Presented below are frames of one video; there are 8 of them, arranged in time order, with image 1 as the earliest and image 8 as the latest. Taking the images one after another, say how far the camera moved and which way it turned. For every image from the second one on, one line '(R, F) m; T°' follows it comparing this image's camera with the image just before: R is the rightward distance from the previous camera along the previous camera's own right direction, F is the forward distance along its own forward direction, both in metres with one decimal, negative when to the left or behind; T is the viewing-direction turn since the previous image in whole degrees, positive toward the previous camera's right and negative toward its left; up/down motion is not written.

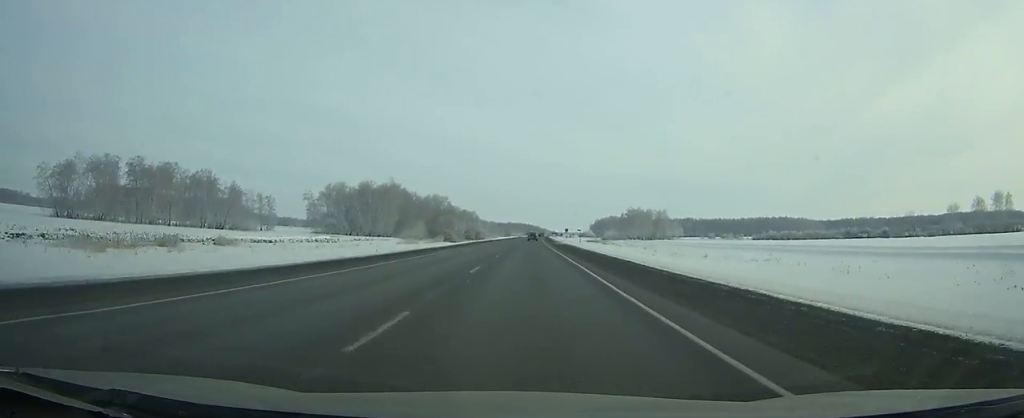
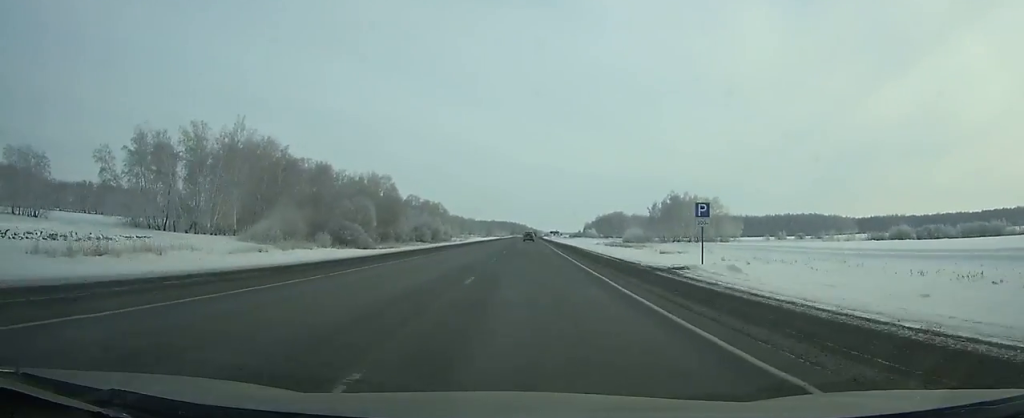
(+0.8, +108.6) m; +1°
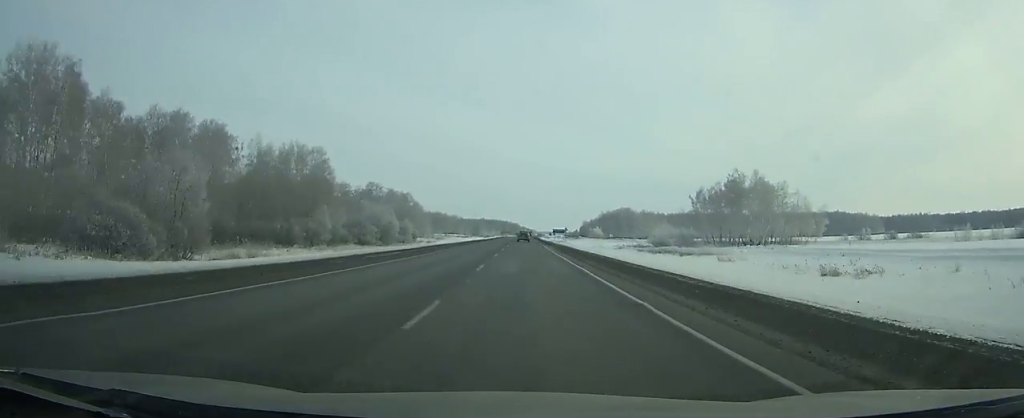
(+0.4, +67.5) m; +1°
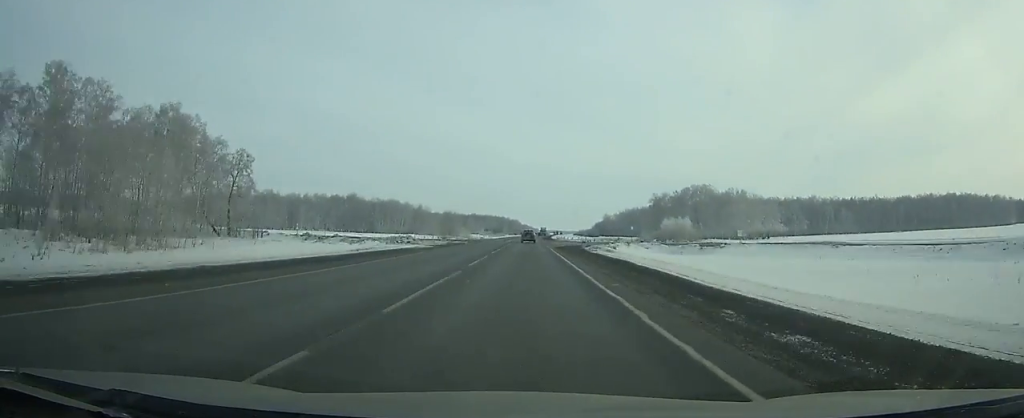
(+1.2, +177.4) m; +1°
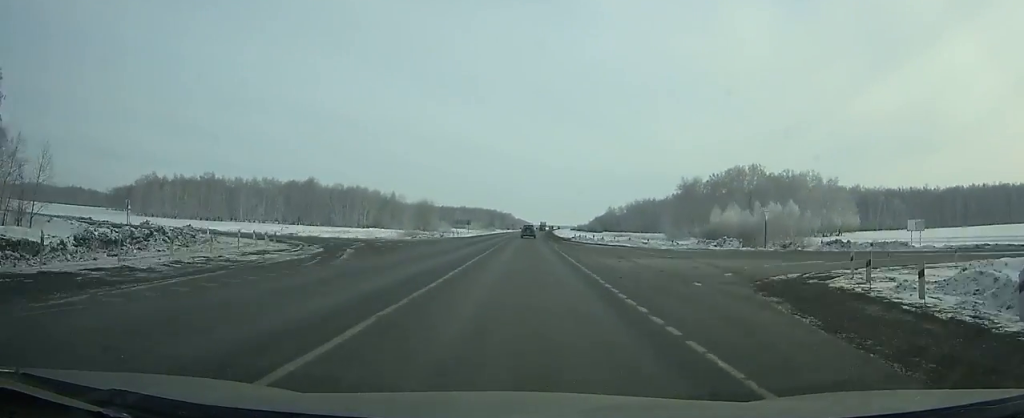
(-0.1, +59.4) m; 0°
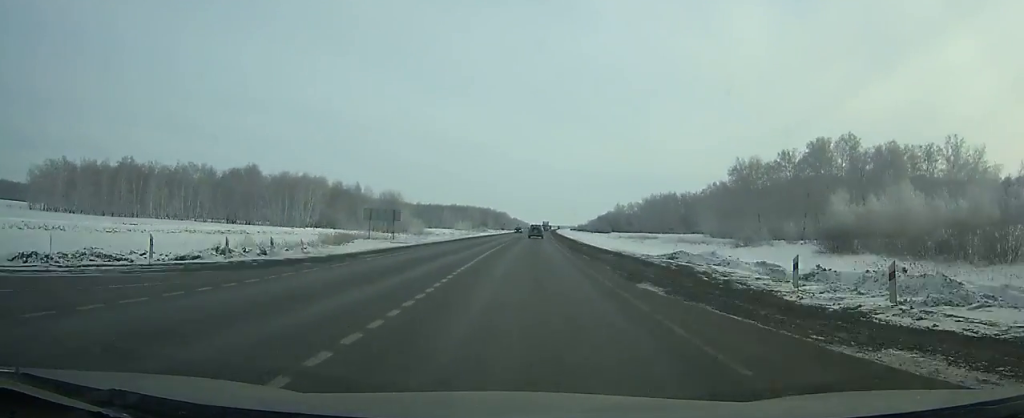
(+0.4, +58.3) m; +1°
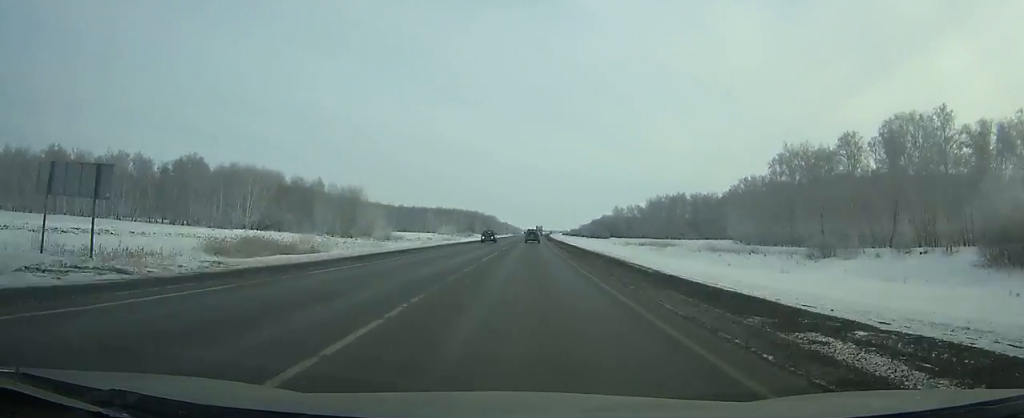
(-0.1, +34.9) m; 0°
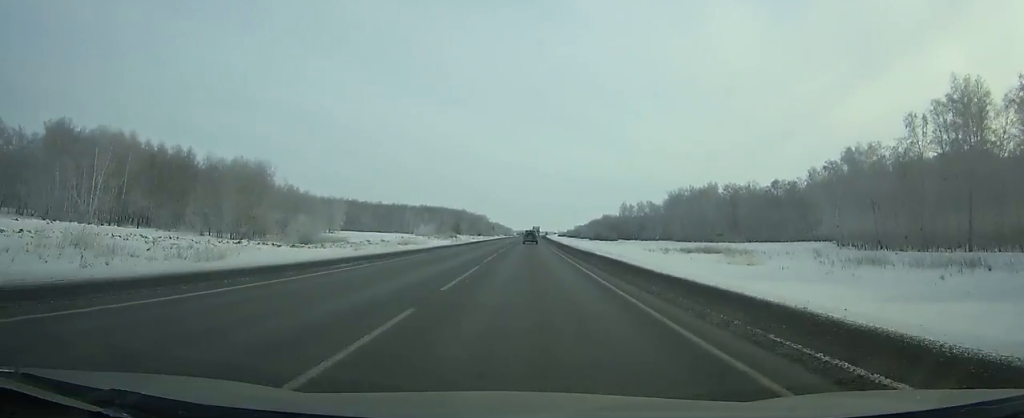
(+0.4, +51.8) m; +1°
